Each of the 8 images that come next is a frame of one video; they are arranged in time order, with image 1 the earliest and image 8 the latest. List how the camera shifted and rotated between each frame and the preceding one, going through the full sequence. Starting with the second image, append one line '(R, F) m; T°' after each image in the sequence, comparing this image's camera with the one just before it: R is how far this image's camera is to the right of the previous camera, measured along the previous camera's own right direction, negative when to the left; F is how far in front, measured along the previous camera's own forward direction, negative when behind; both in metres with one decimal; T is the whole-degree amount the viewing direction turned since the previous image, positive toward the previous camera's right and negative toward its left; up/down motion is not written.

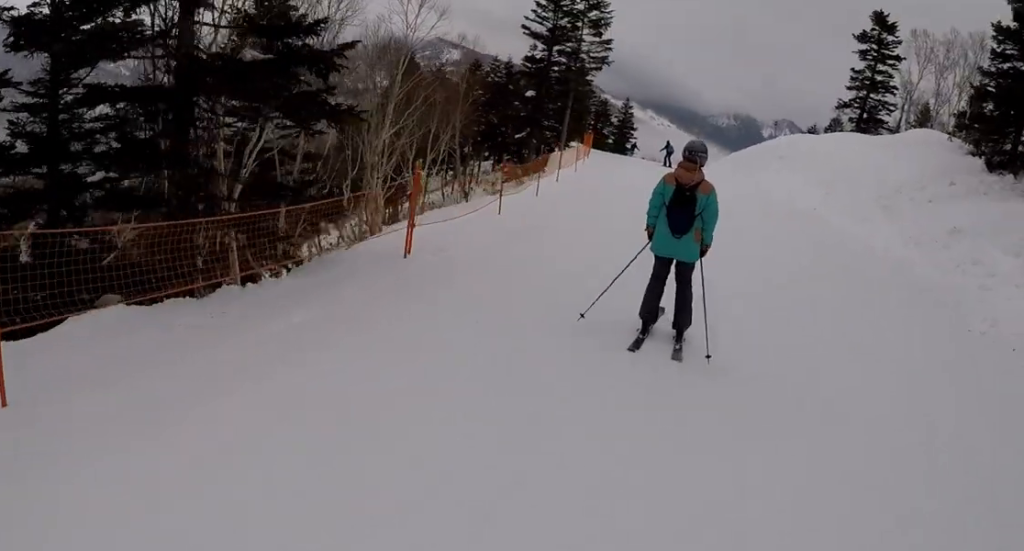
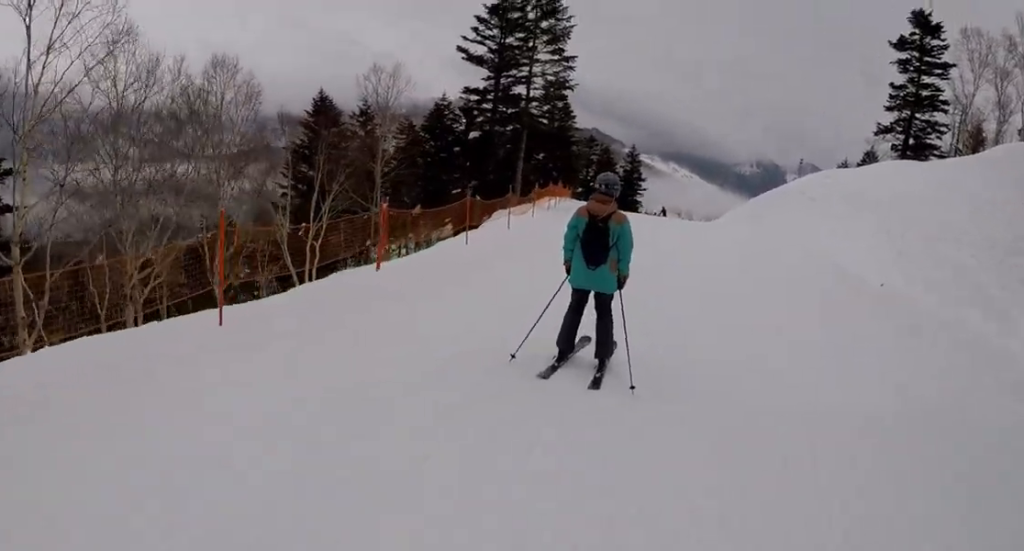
(-0.1, +10.1) m; -5°
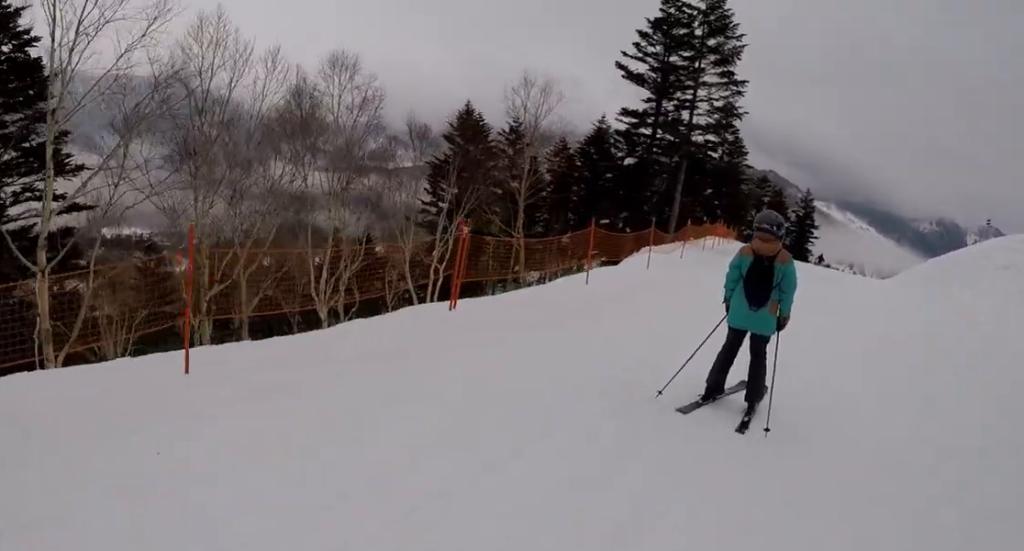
(+0.2, +2.3) m; -4°
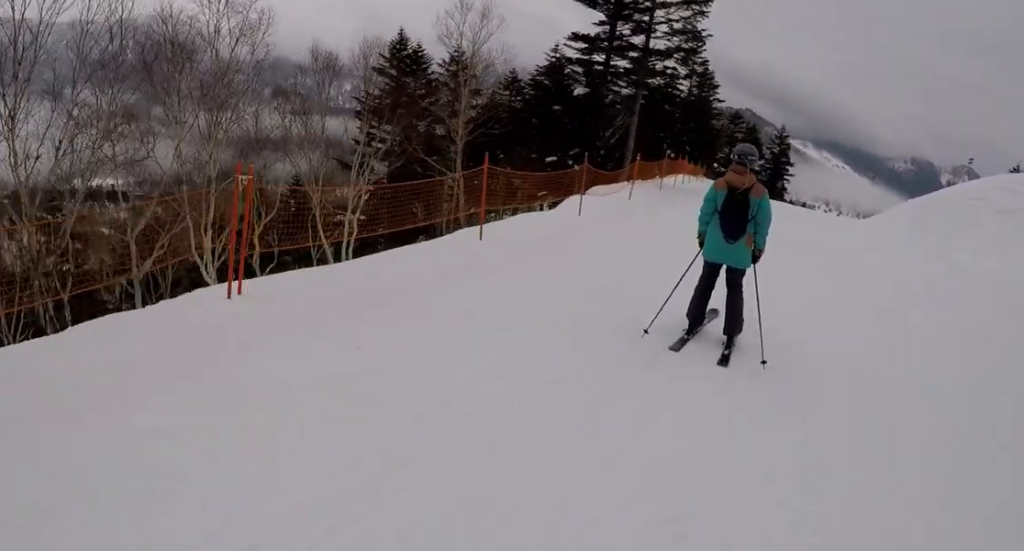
(-0.3, +3.0) m; -7°
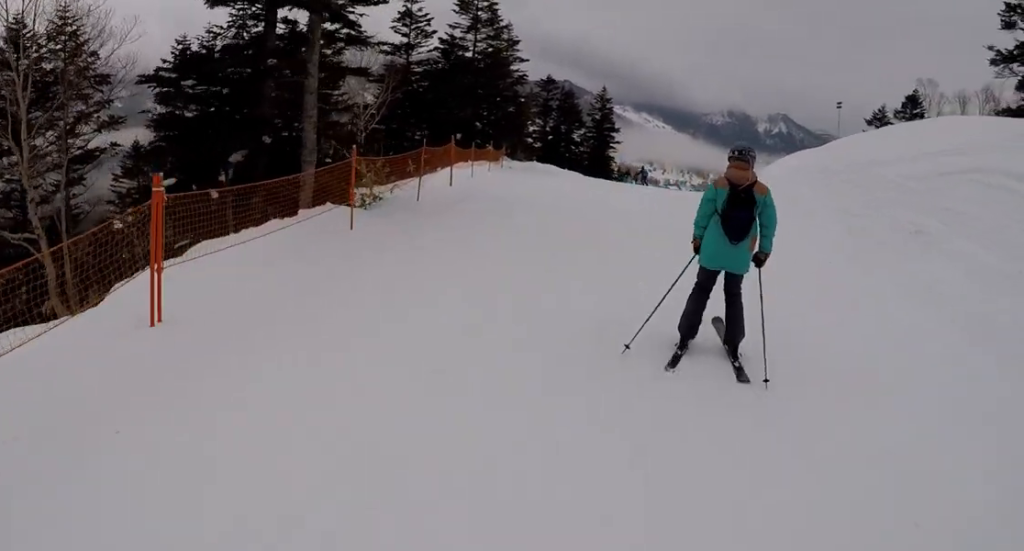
(-0.8, +11.4) m; +3°
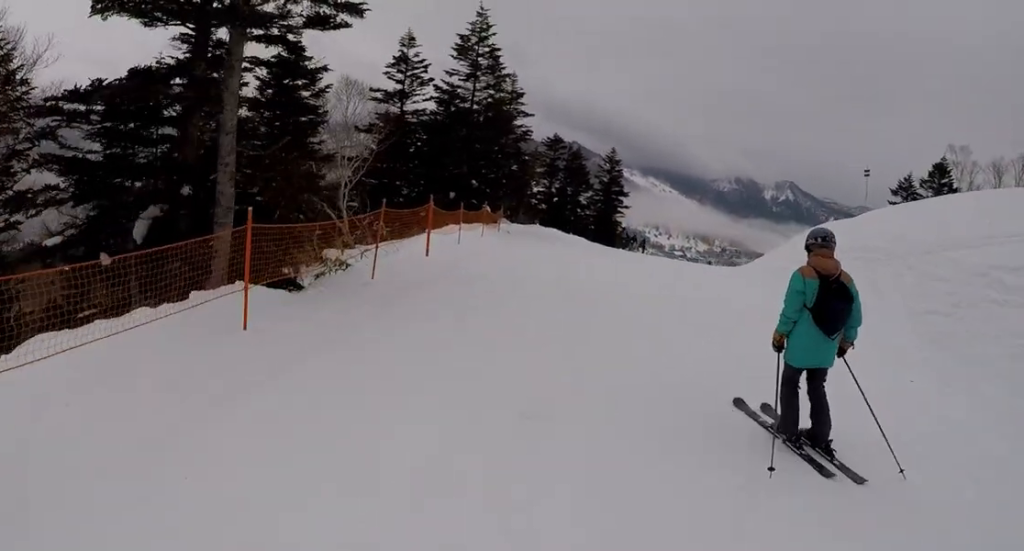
(+0.5, +3.0) m; +1°
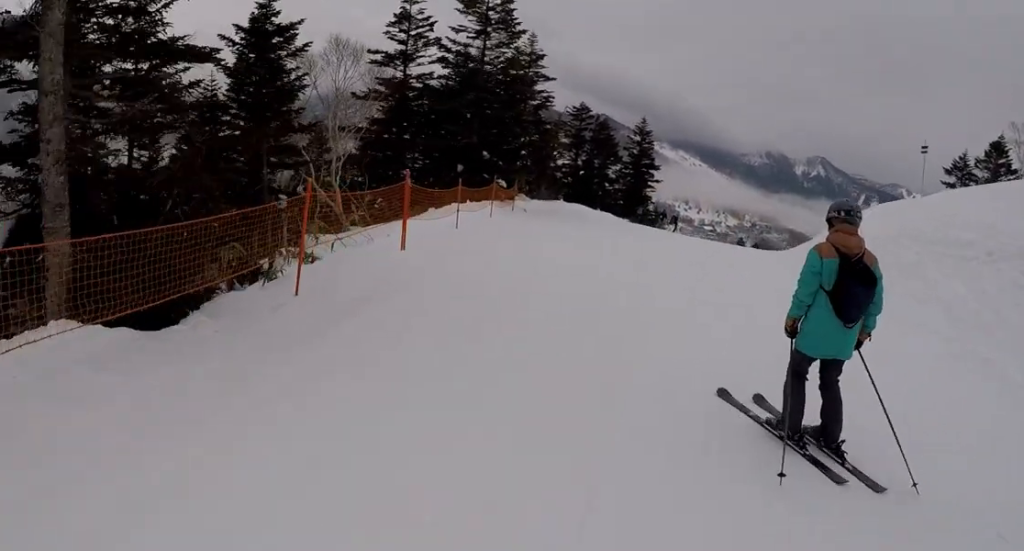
(-0.5, +3.2) m; -10°
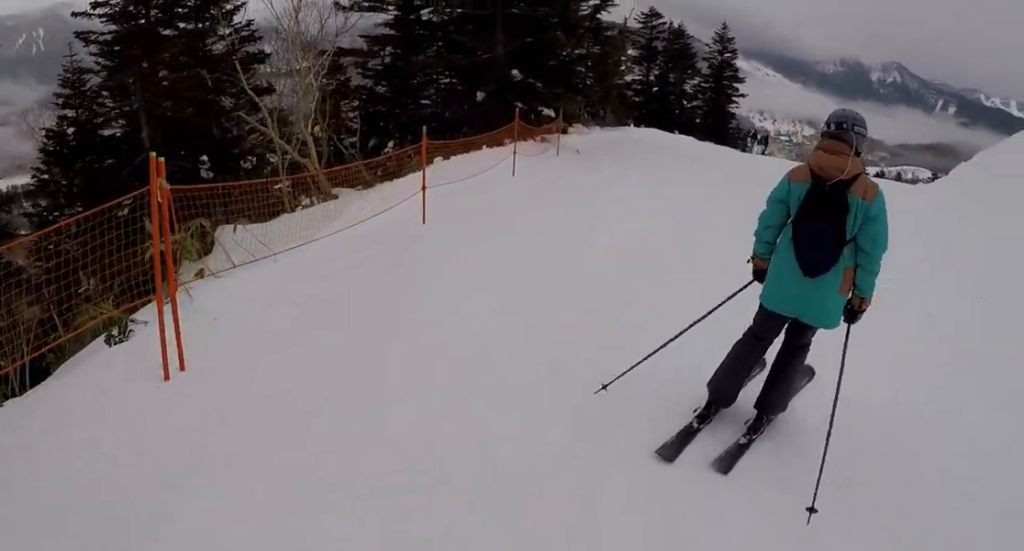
(-0.6, +6.6) m; +5°
